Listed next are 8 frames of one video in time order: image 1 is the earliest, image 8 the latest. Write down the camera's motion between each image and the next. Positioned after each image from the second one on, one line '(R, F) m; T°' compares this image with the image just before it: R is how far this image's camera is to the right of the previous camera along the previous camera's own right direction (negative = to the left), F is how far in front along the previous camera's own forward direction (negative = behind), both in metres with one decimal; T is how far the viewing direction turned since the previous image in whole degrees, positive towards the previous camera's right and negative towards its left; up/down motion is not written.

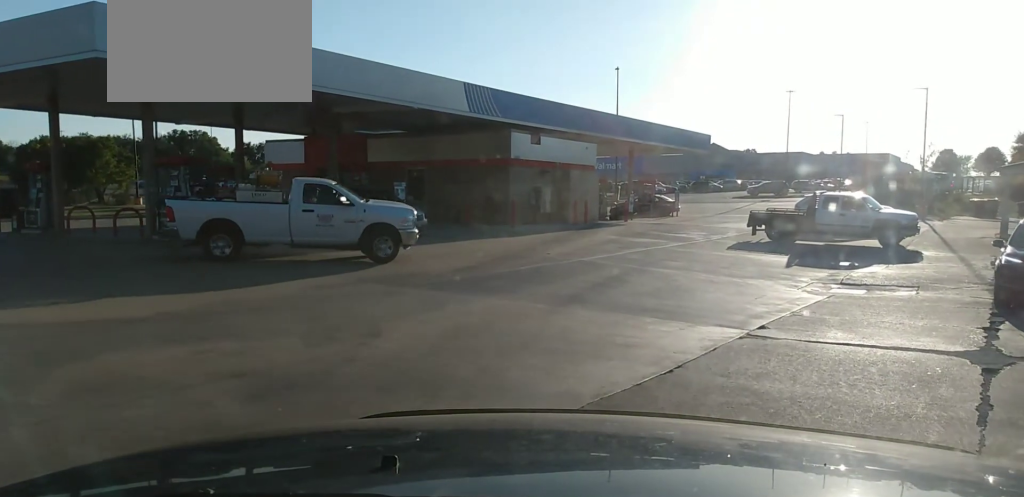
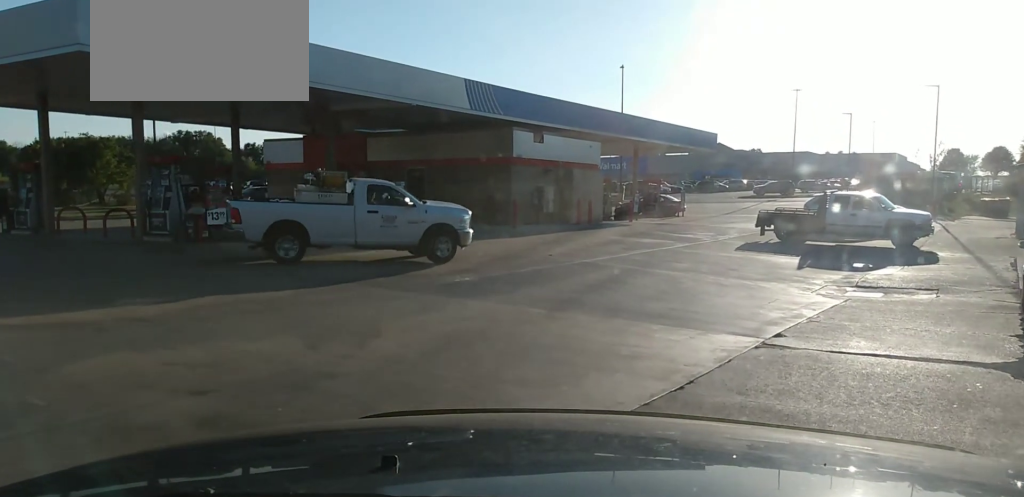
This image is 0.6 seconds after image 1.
(-0.1, +1.0) m; -2°
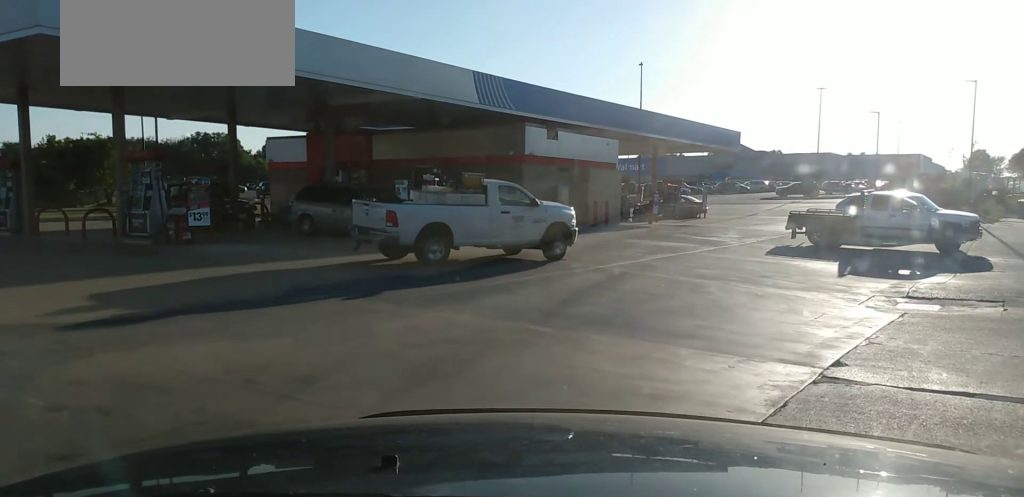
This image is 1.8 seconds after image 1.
(0.0, +2.1) m; 0°
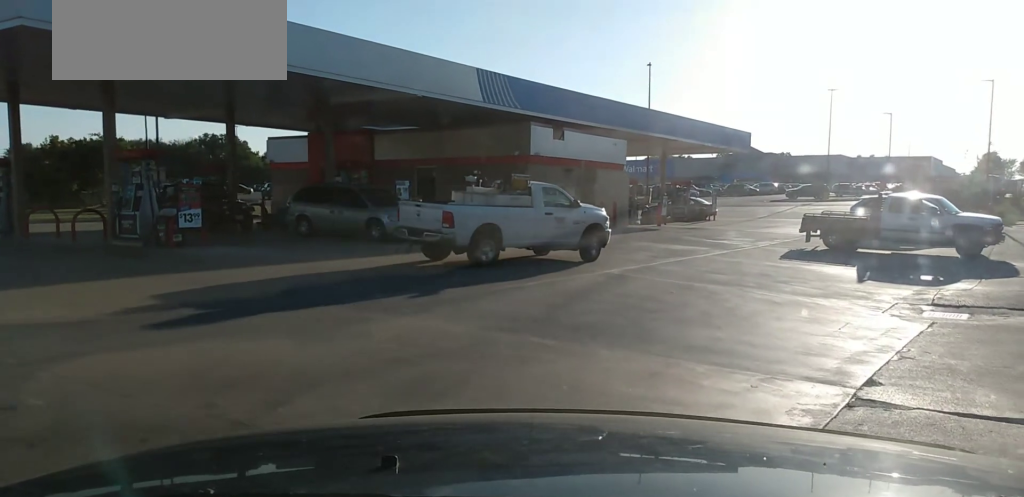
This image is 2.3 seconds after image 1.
(0.0, +0.9) m; 0°
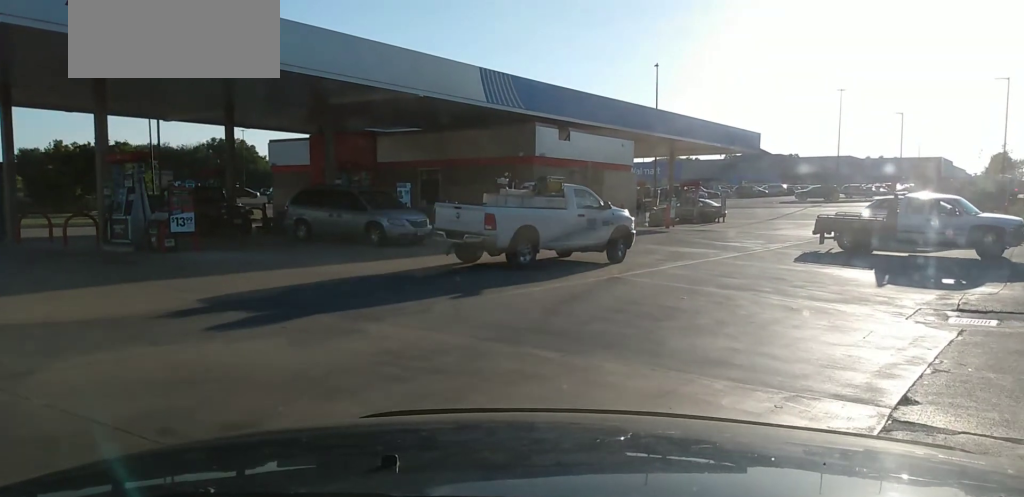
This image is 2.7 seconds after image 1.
(0.0, +0.8) m; 0°
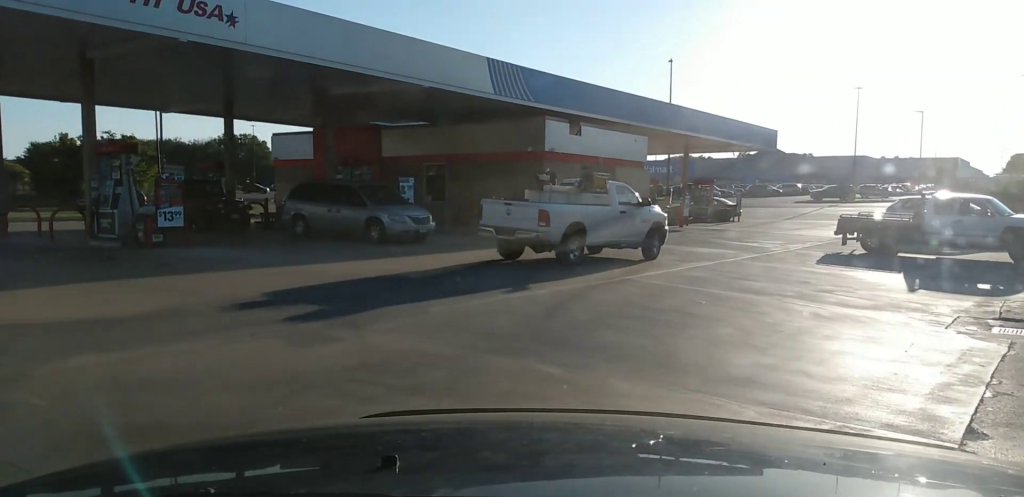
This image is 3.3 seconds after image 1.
(0.0, +1.2) m; -2°
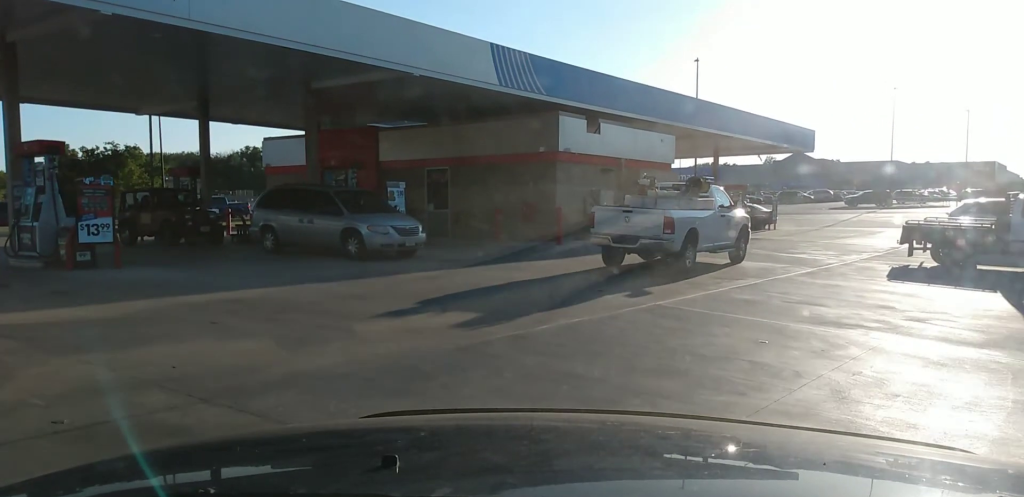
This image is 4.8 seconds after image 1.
(-0.2, +3.5) m; -5°
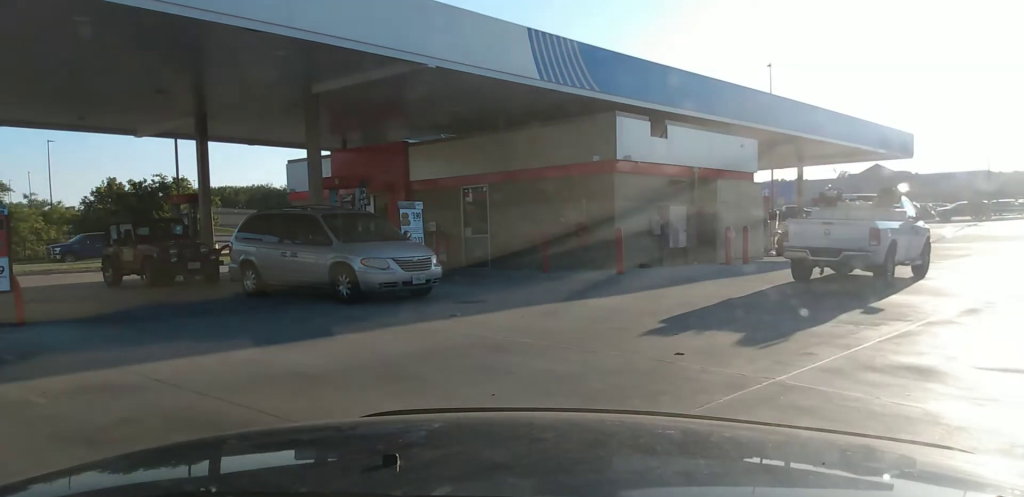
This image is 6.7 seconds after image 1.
(-0.1, +4.6) m; -8°
